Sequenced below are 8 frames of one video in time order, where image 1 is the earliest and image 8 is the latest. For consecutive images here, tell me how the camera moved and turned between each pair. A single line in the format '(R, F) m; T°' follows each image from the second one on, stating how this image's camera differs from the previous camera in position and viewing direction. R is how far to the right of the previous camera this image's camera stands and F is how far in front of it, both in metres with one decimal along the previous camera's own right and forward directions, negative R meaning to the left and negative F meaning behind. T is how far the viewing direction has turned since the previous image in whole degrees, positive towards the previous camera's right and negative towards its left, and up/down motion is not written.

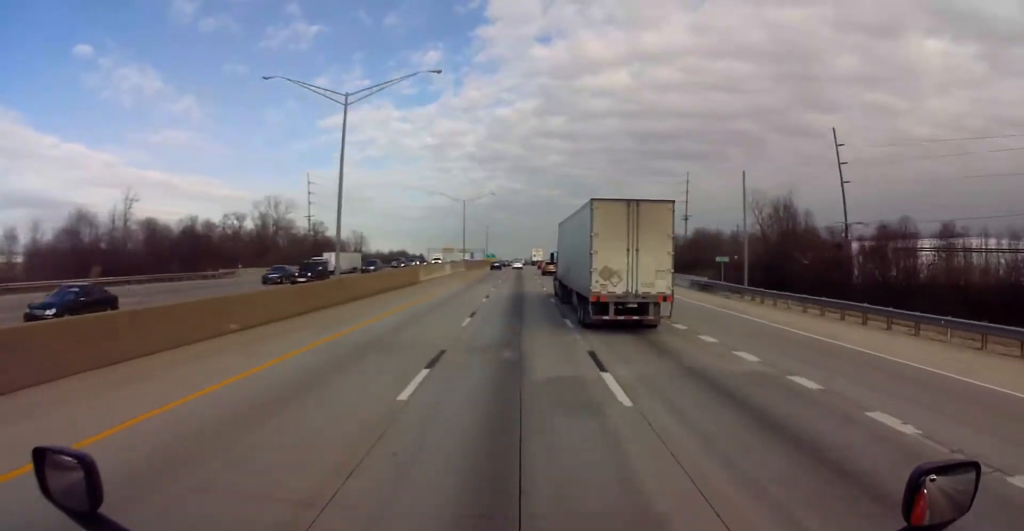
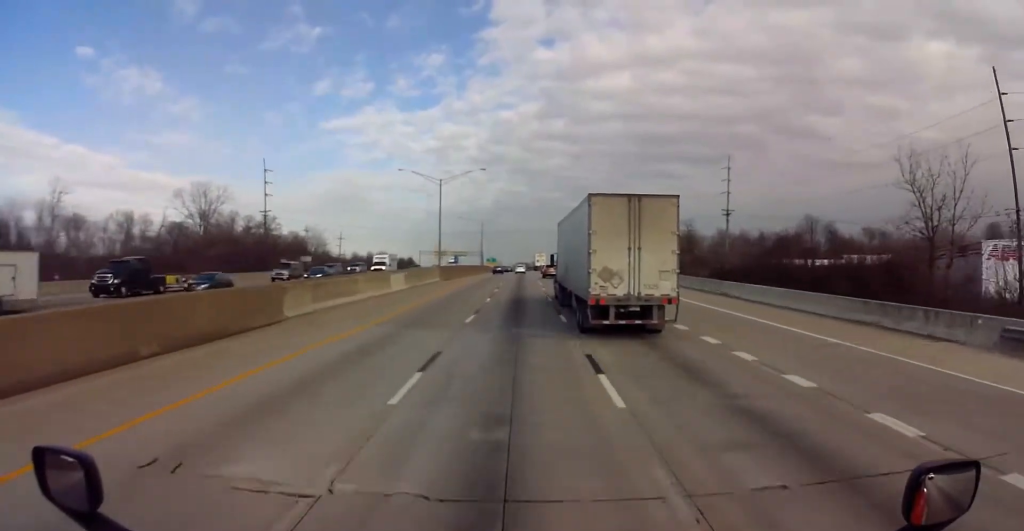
(-1.0, +36.4) m; -2°
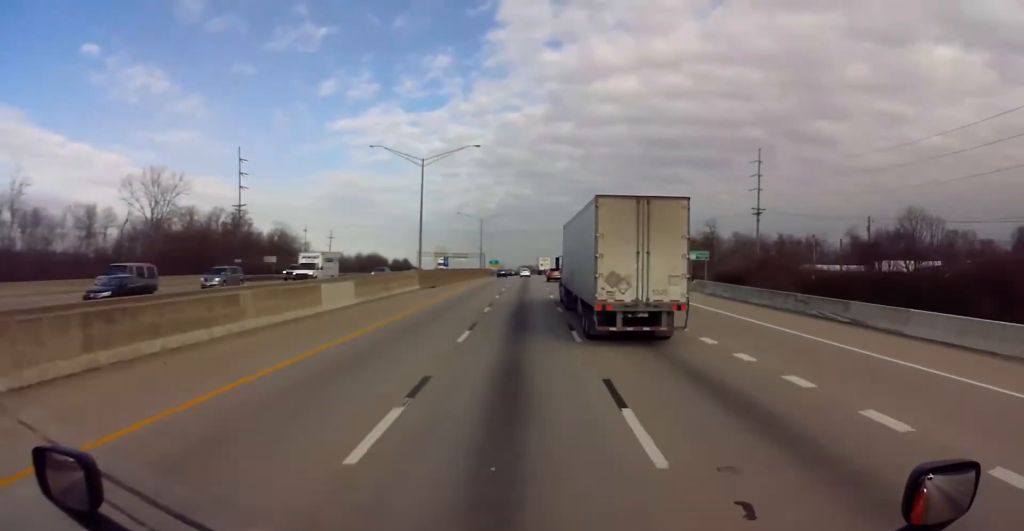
(0.0, +17.6) m; -1°
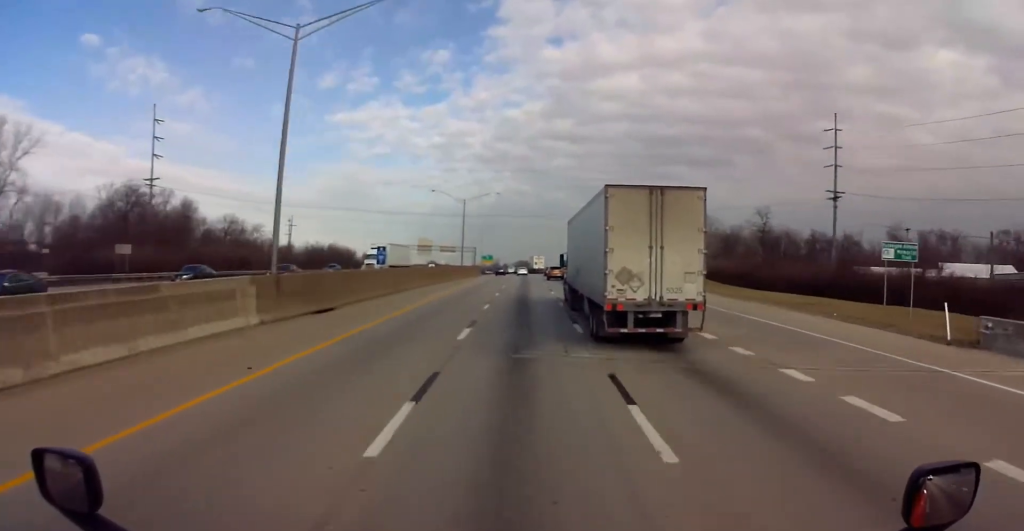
(-0.5, +36.2) m; 0°
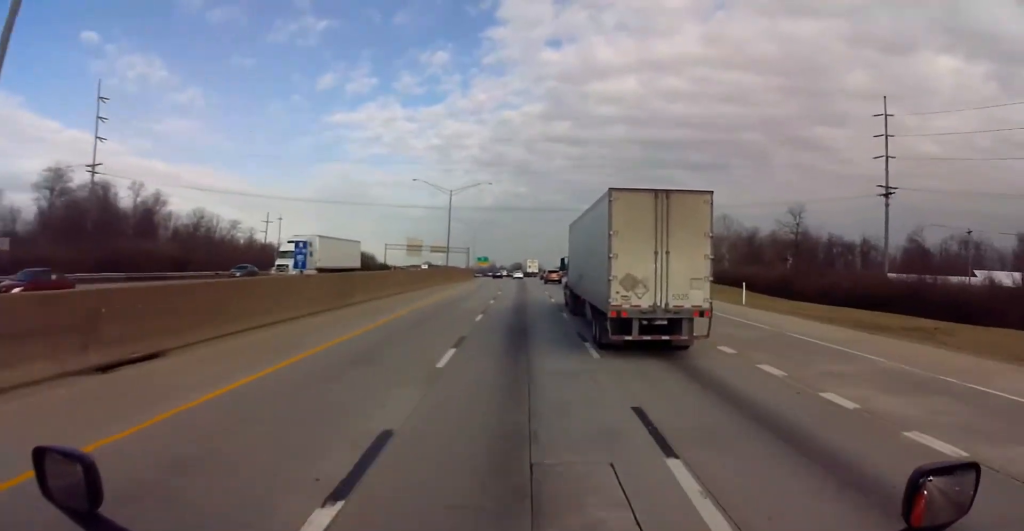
(+0.2, +16.5) m; 0°
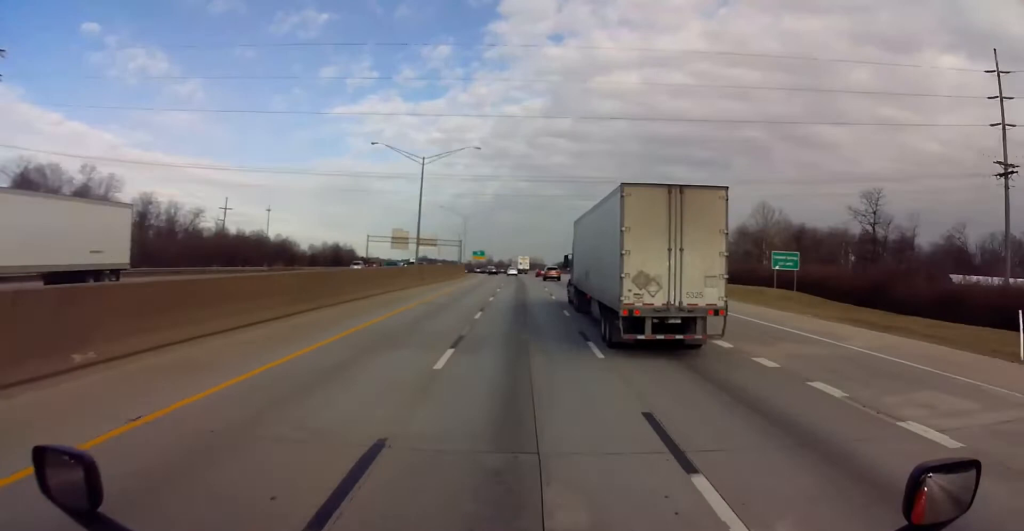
(+0.2, +25.0) m; 0°
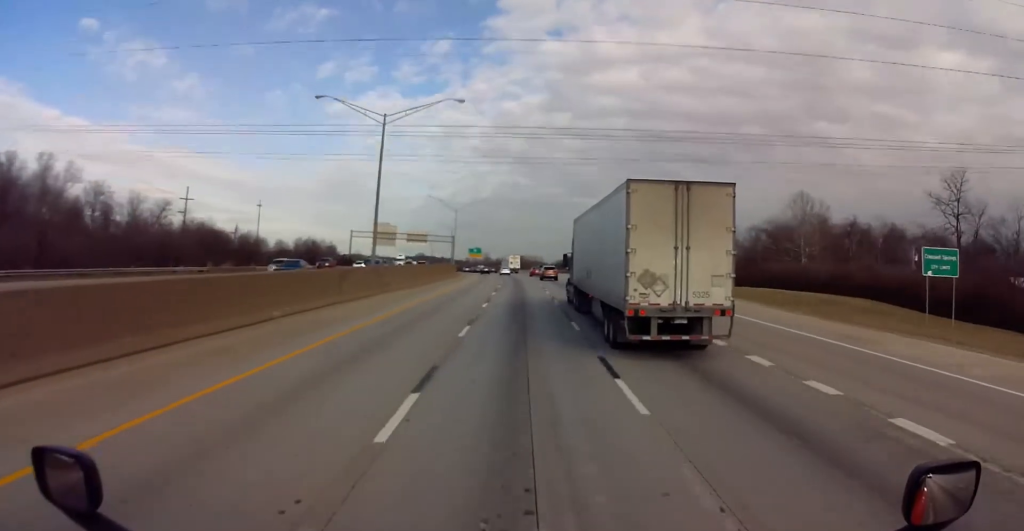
(0.0, +18.1) m; -1°
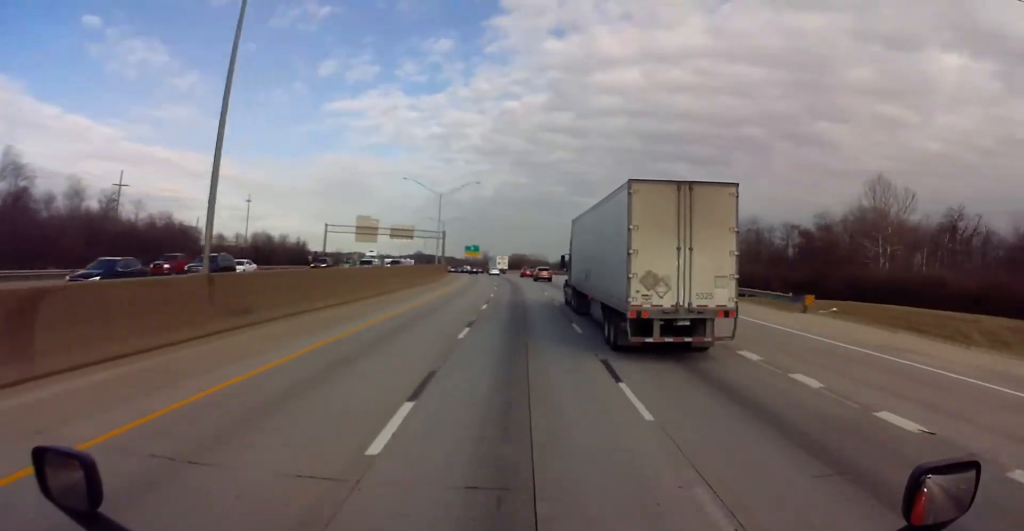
(-0.5, +24.6) m; 0°
